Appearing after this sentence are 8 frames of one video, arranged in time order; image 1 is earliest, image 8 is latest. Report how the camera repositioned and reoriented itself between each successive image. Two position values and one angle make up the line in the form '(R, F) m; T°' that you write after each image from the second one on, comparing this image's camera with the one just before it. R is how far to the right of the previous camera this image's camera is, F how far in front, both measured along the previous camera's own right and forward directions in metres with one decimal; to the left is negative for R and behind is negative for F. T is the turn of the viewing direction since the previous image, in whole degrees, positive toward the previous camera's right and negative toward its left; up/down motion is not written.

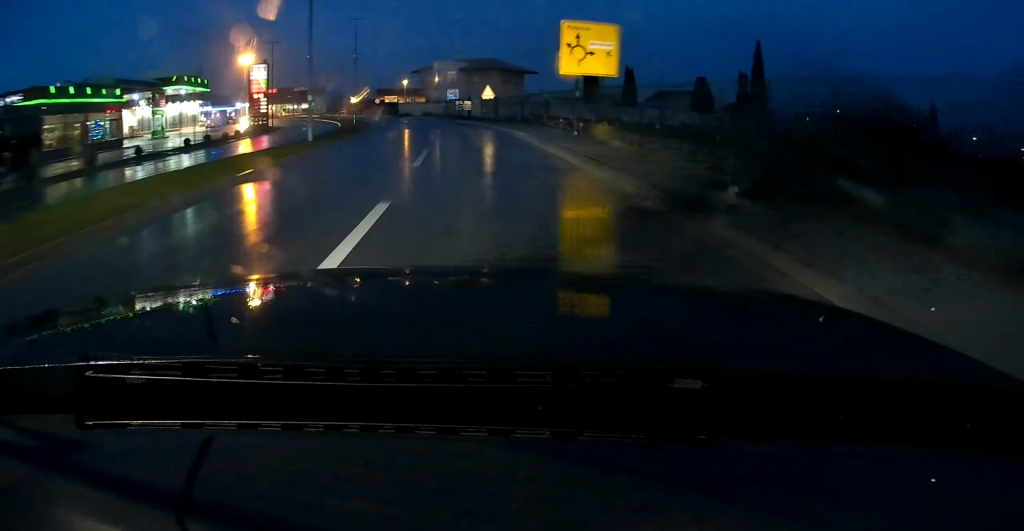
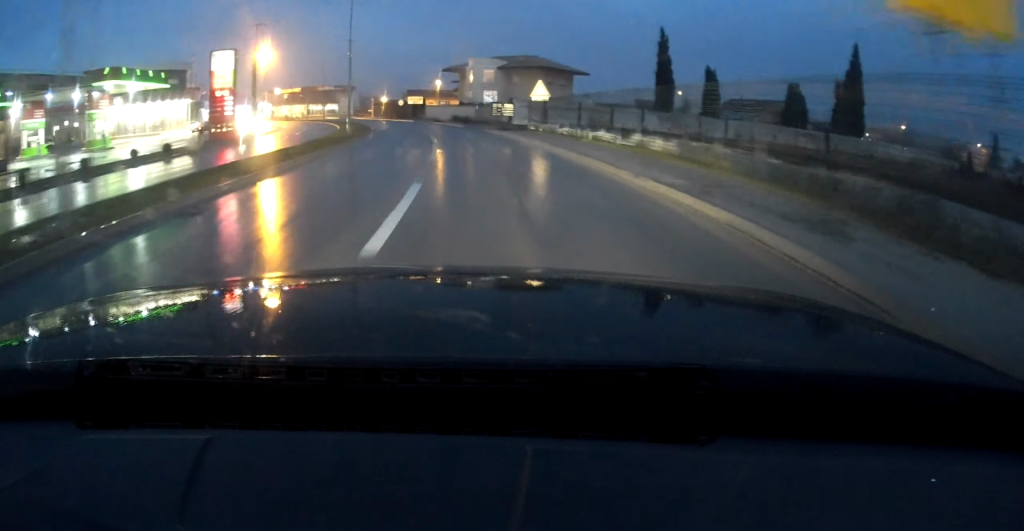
(-0.9, +18.4) m; -3°
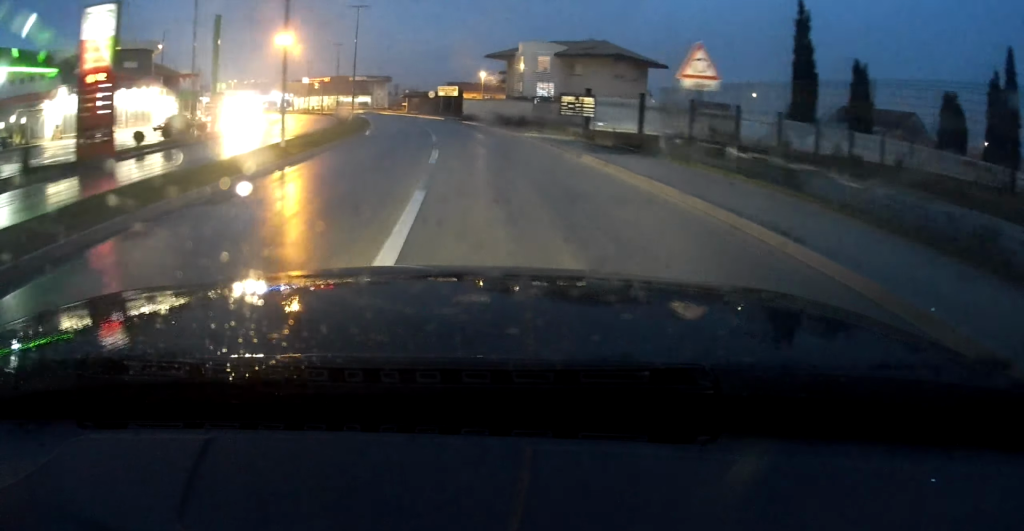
(-0.3, +22.1) m; -4°
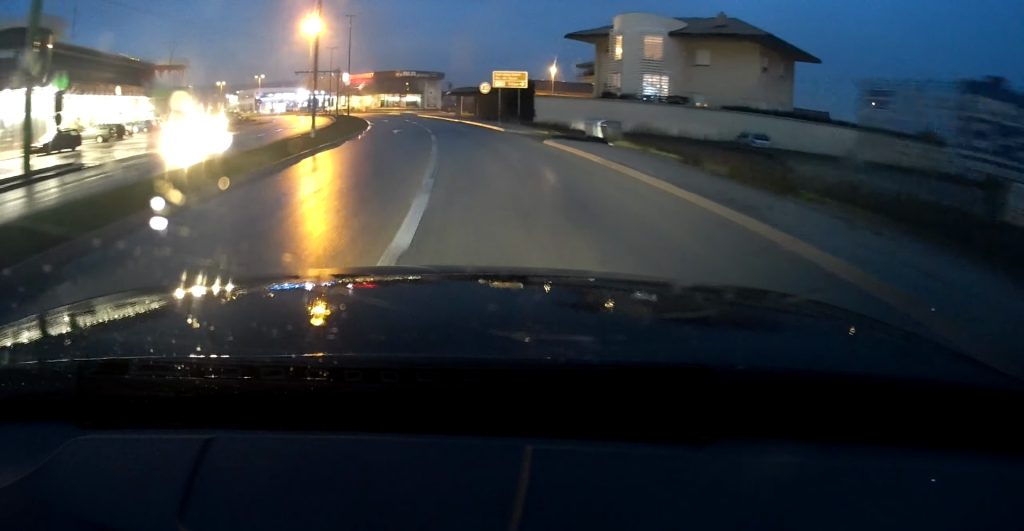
(-1.6, +28.1) m; -6°
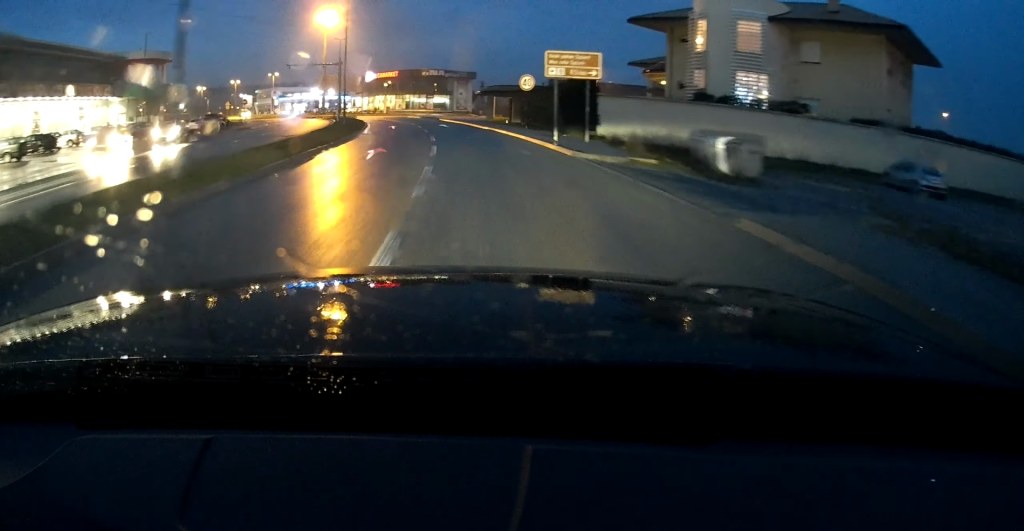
(-0.4, +14.4) m; -3°
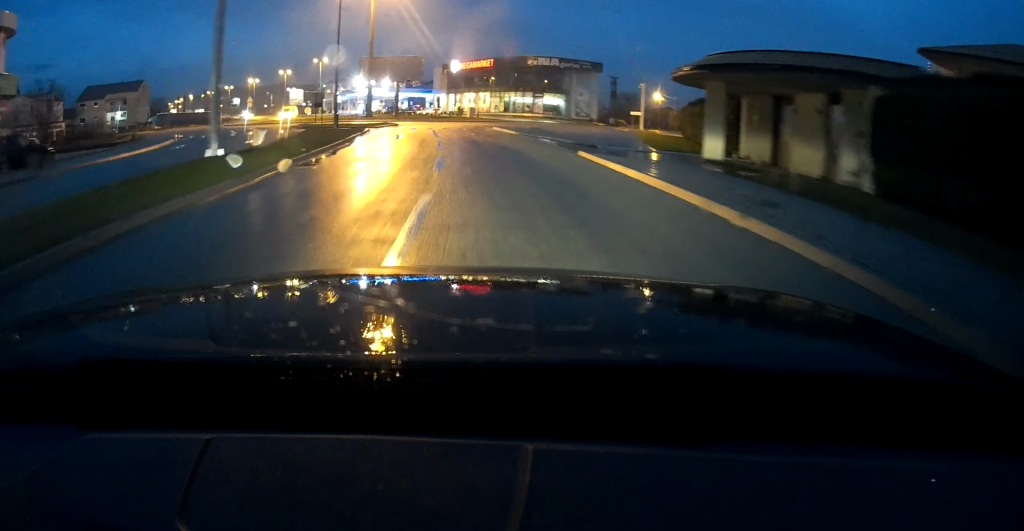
(-3.5, +42.0) m; -6°
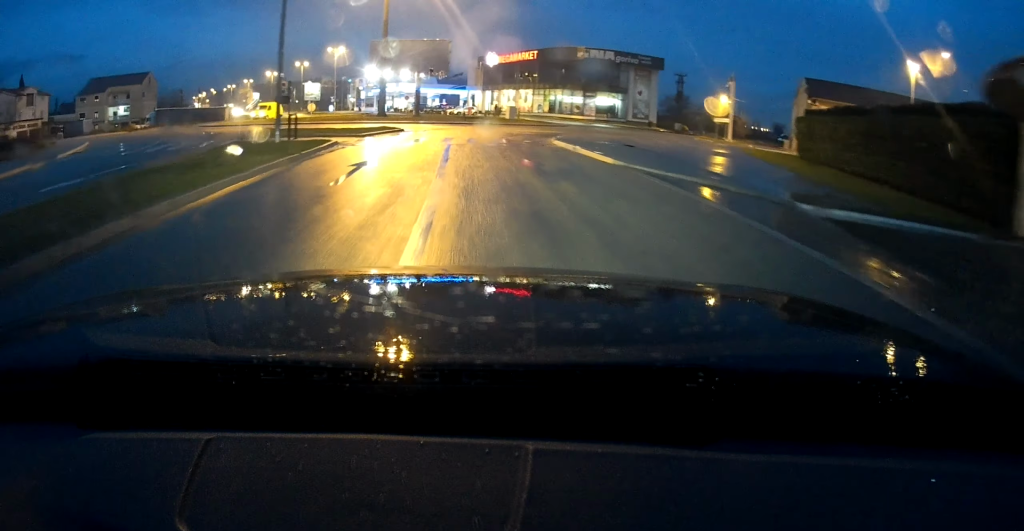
(-0.7, +15.6) m; 0°
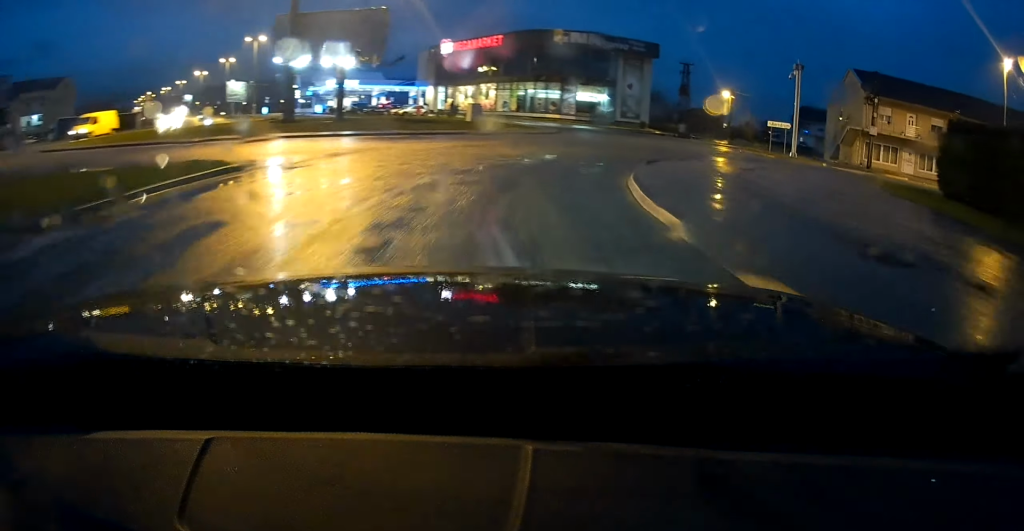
(+0.8, +18.1) m; +5°
